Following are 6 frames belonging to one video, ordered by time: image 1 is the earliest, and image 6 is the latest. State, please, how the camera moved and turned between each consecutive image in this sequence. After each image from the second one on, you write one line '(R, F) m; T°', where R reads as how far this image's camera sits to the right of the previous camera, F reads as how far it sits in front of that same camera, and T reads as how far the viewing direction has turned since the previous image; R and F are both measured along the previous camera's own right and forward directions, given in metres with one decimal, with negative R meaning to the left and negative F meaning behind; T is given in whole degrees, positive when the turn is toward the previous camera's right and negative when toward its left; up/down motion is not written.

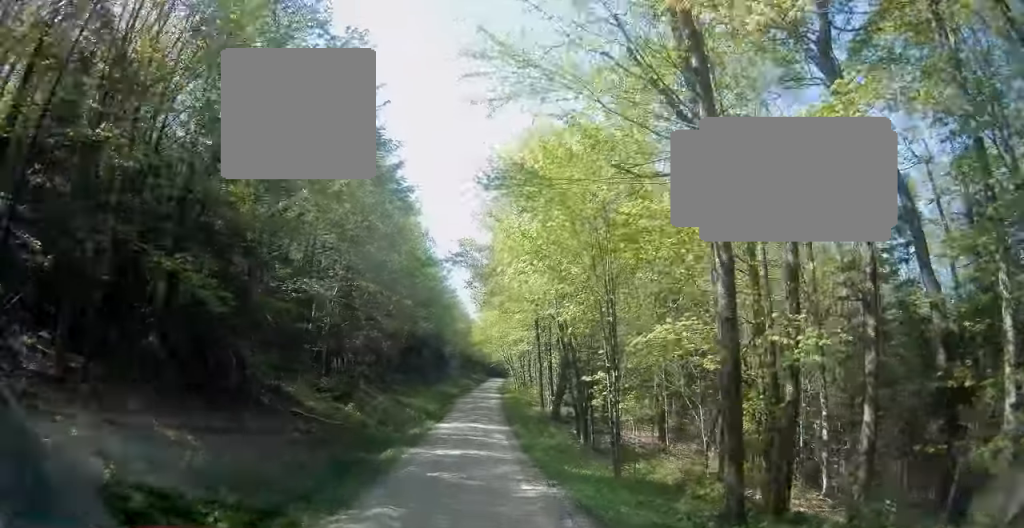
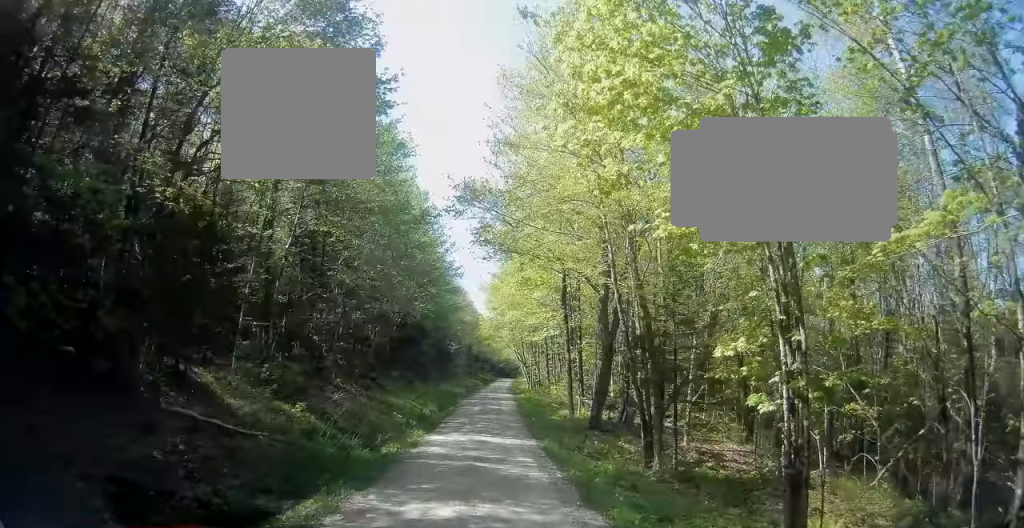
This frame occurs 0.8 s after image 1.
(+0.1, +10.0) m; 0°
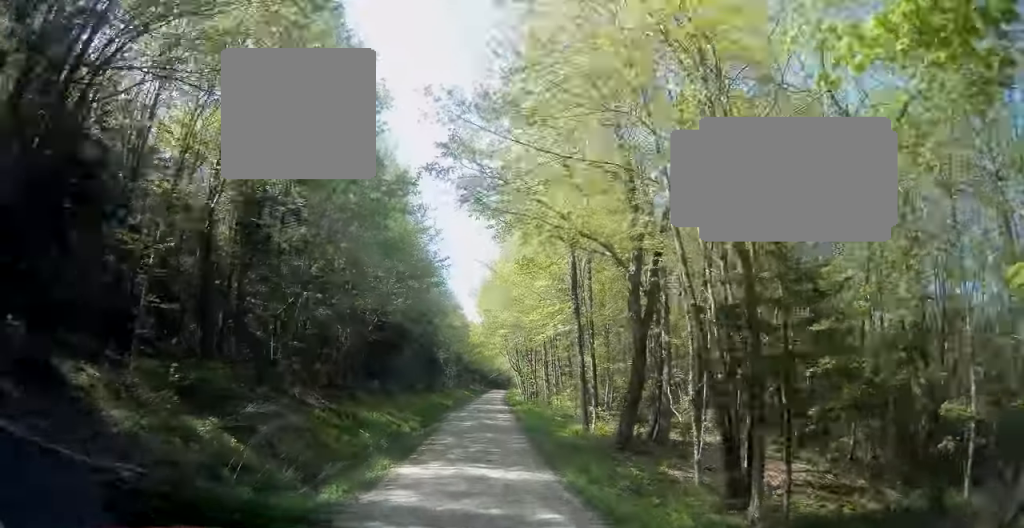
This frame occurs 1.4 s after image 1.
(-0.1, +6.5) m; -1°
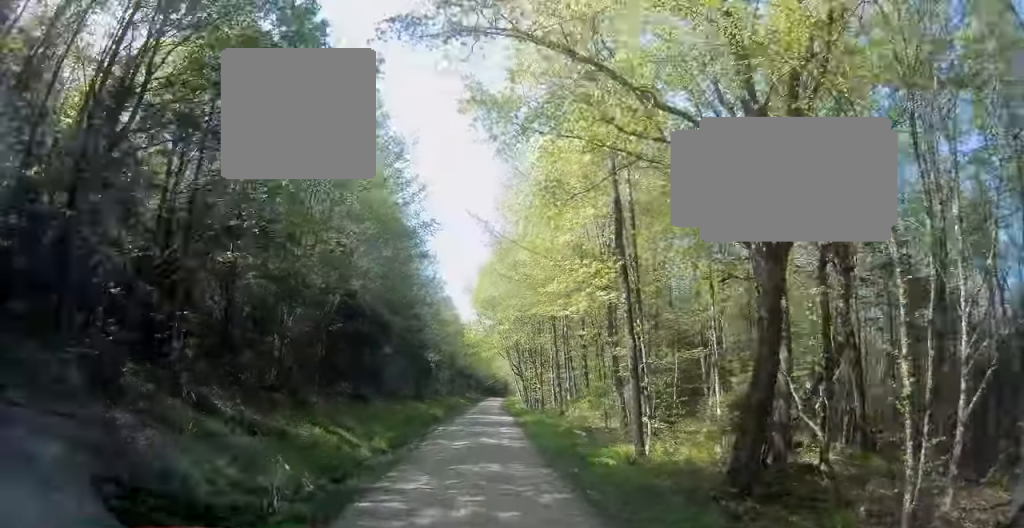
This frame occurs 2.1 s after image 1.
(-0.1, +9.4) m; 0°
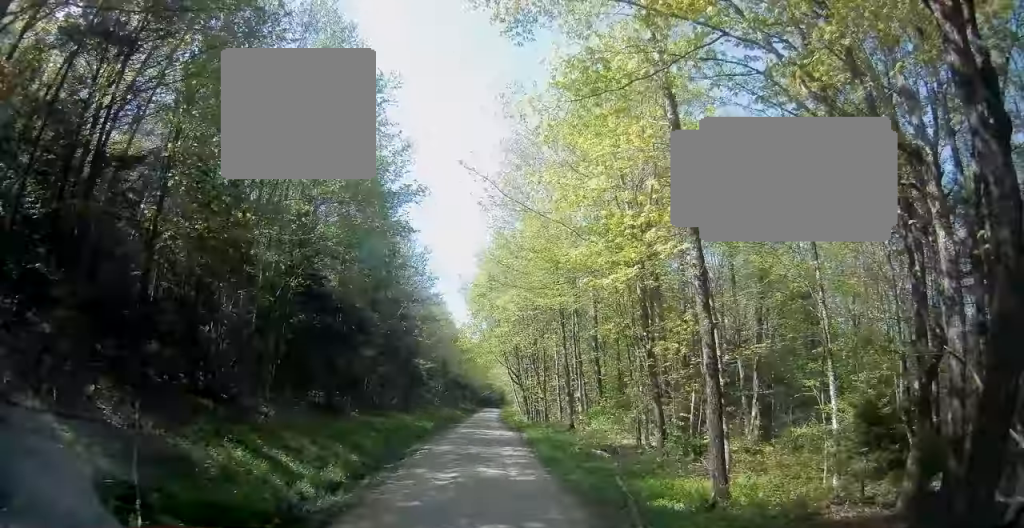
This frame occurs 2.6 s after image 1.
(0.0, +6.2) m; 0°
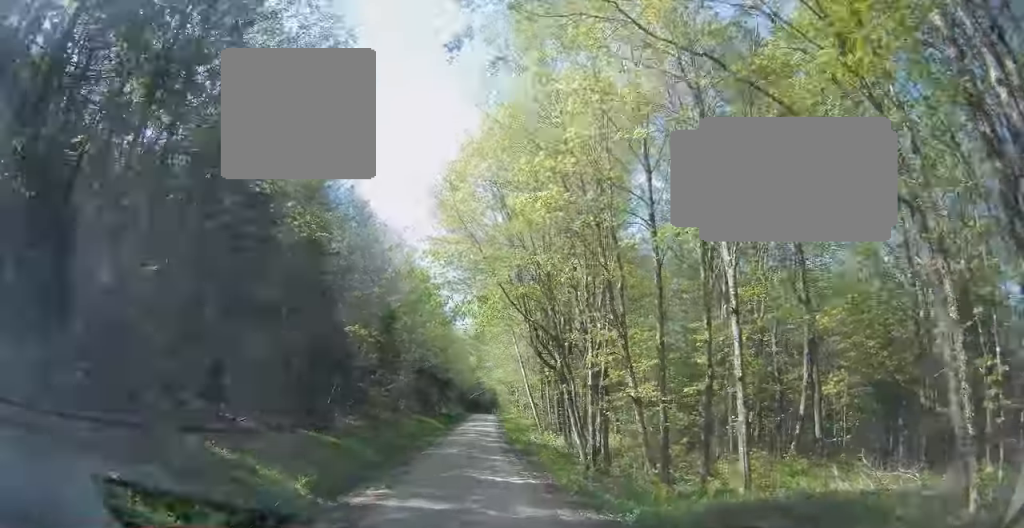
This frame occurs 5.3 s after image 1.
(+0.4, +33.1) m; +1°
